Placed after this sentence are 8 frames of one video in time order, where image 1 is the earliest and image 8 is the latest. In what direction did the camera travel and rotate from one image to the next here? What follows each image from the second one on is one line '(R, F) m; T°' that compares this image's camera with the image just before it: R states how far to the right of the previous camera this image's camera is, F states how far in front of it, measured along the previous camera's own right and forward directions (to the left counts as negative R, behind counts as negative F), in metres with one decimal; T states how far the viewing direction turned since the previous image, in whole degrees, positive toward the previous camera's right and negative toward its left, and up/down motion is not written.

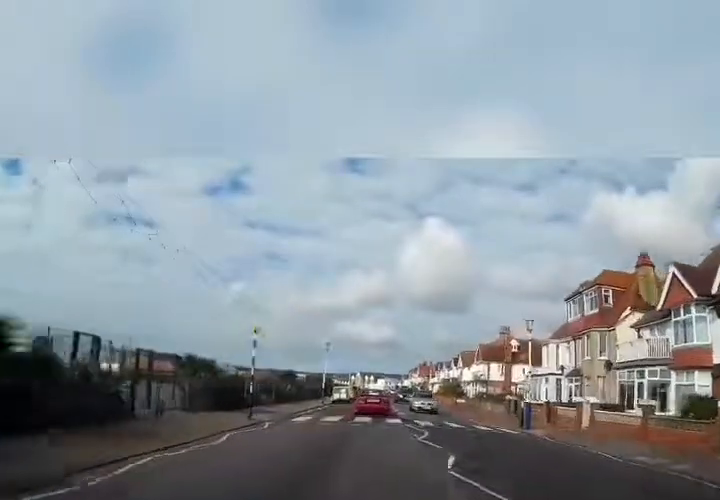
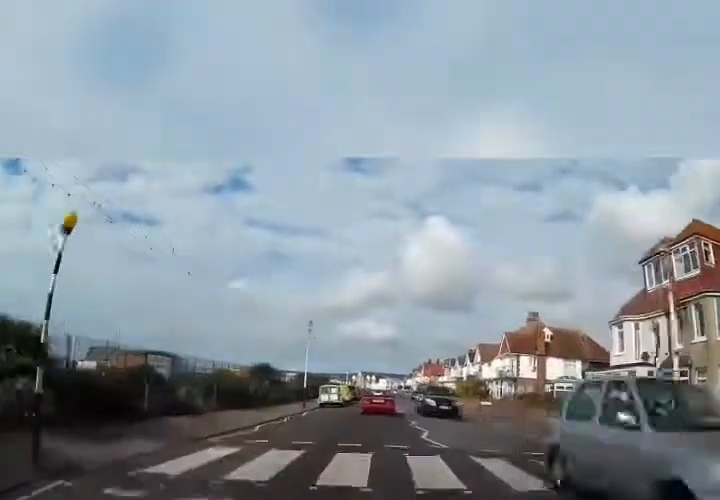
(+0.3, +10.4) m; 0°
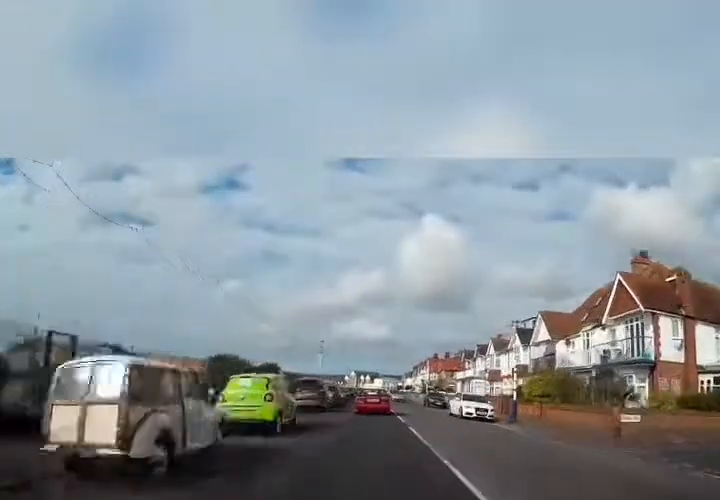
(-0.5, +23.8) m; -1°
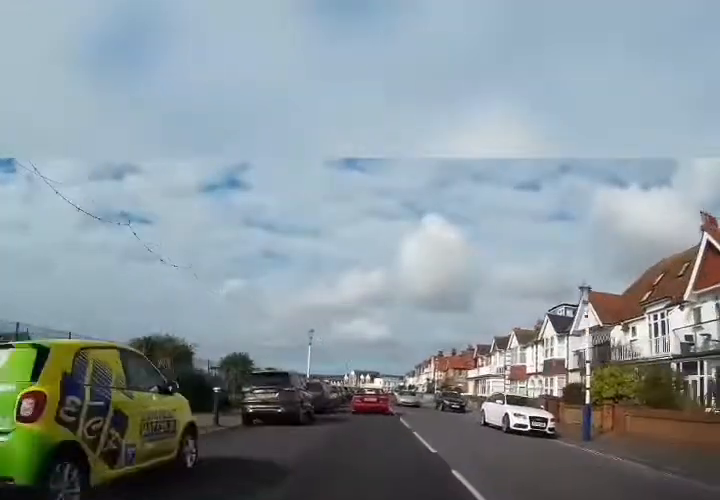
(+0.1, +7.8) m; +1°
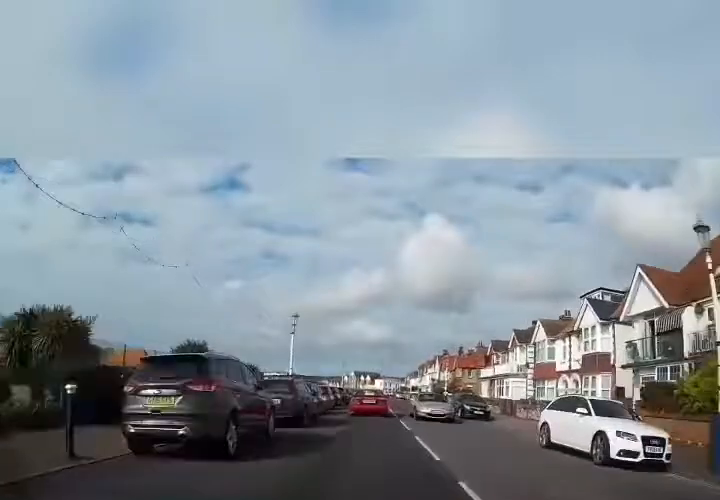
(+0.2, +6.5) m; 0°
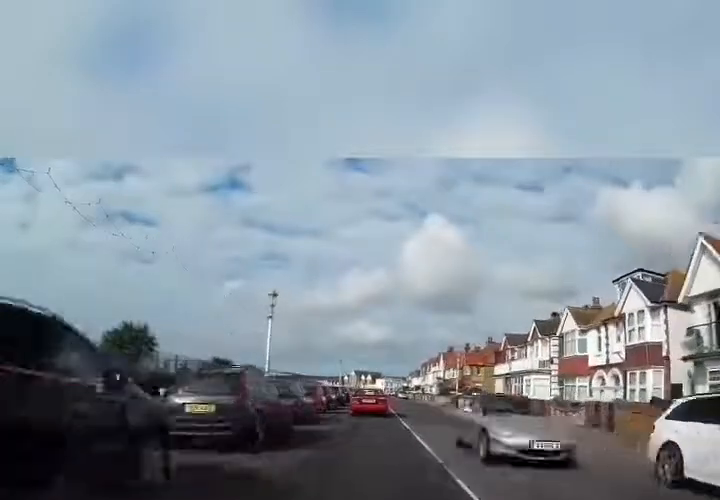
(0.0, +5.3) m; -1°
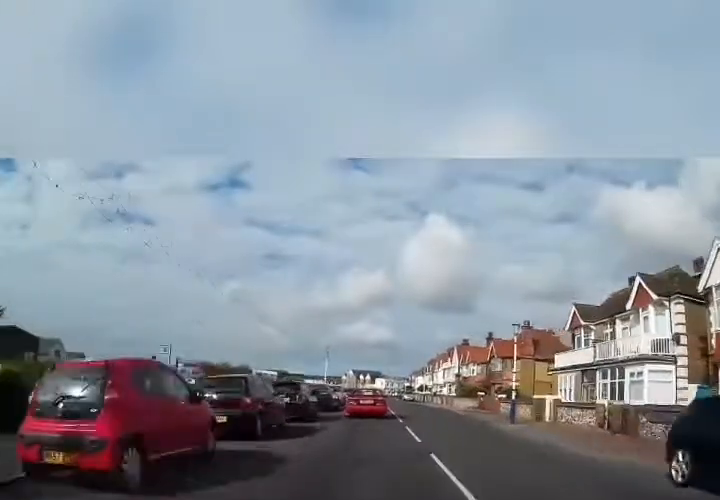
(-0.5, +15.5) m; -1°
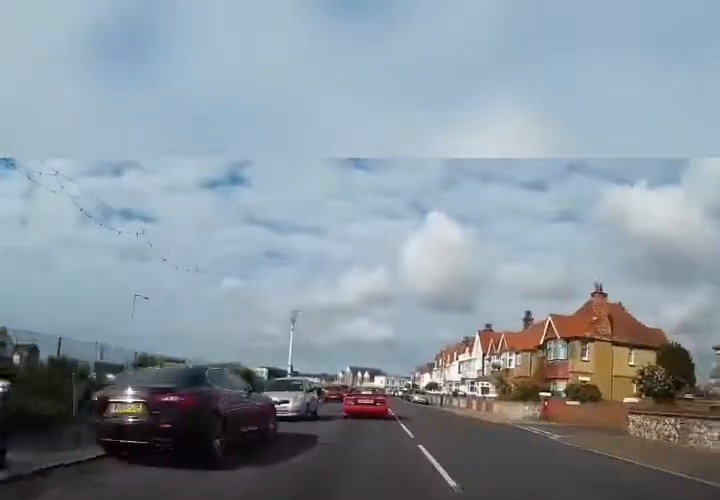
(+0.3, +16.4) m; +2°
